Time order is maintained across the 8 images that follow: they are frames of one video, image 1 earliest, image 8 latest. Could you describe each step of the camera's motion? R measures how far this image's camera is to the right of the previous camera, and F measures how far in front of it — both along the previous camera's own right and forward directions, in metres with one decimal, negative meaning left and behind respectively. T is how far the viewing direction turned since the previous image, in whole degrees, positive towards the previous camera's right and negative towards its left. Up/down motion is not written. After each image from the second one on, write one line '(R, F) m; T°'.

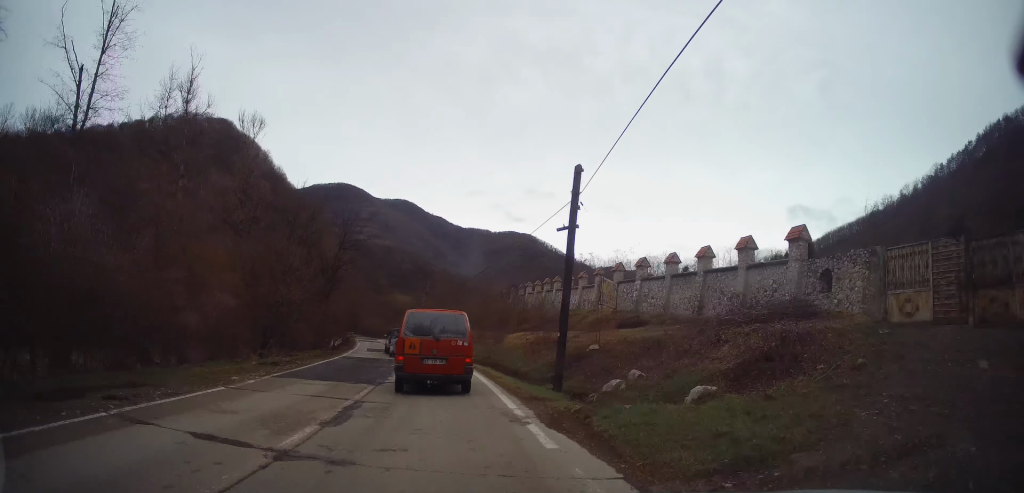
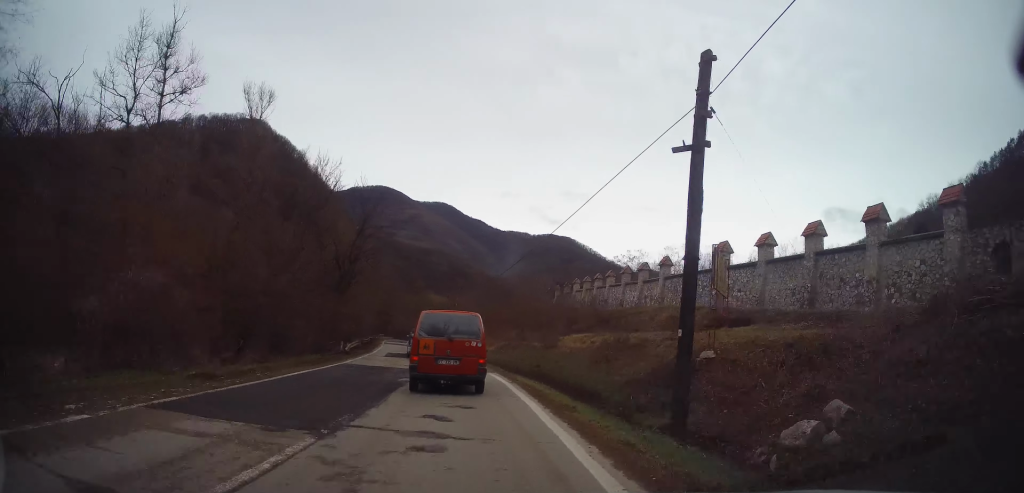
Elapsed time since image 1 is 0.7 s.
(-0.2, +7.7) m; -3°
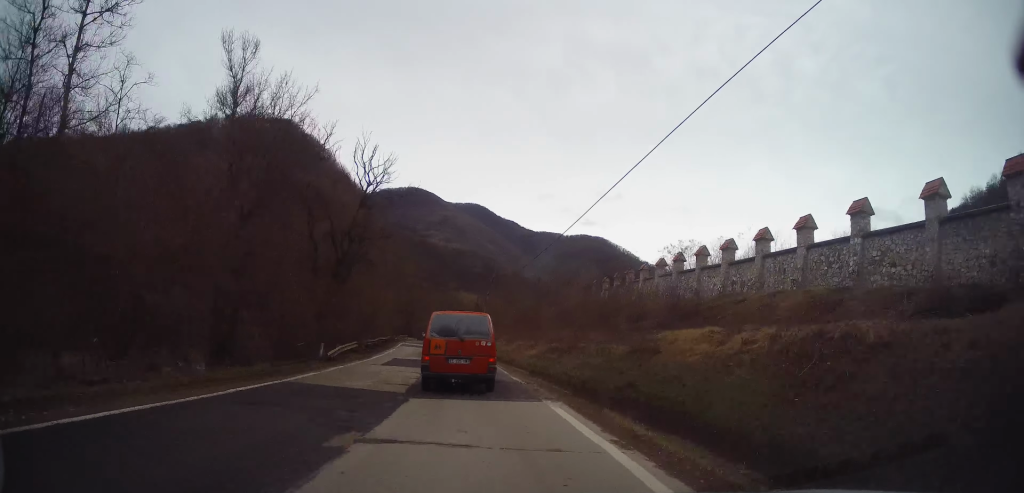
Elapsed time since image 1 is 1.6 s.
(-0.3, +10.3) m; -3°
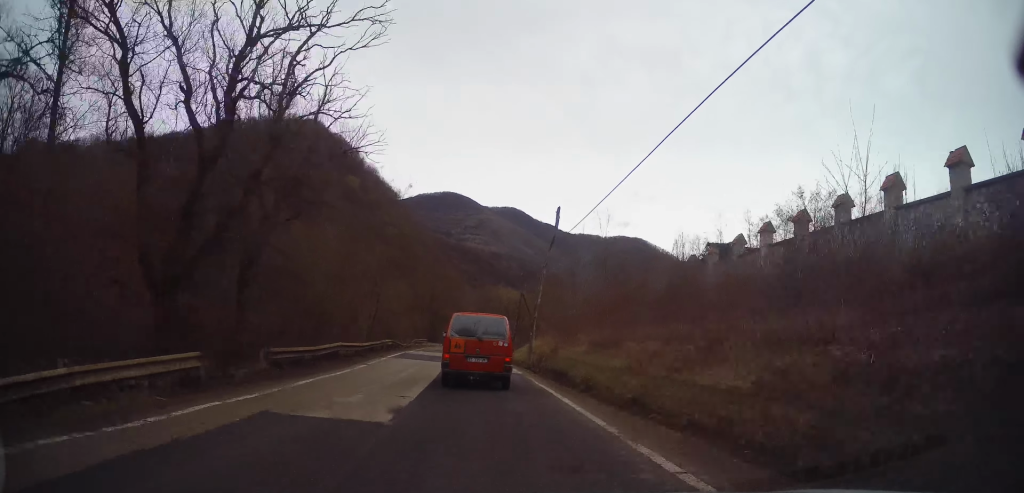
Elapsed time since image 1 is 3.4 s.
(-0.5, +20.9) m; -1°
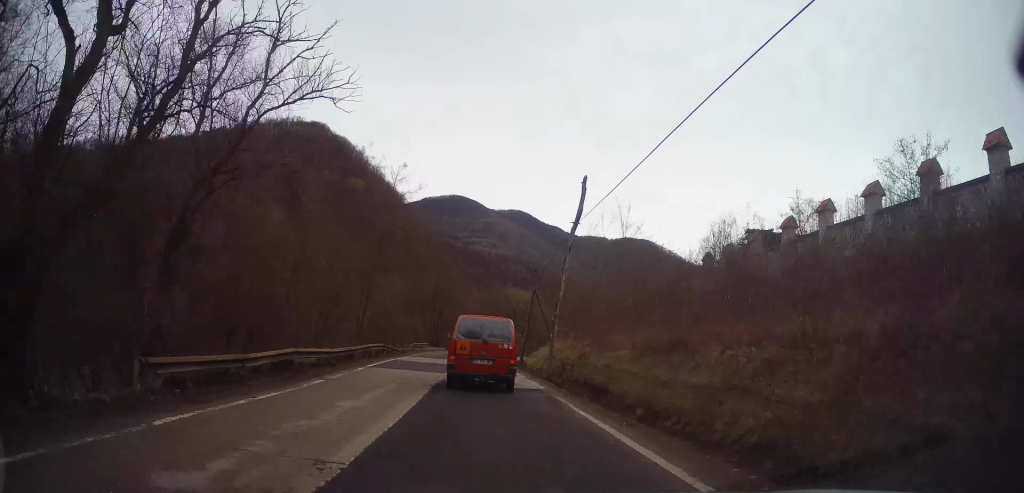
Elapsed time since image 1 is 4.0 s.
(0.0, +5.9) m; -1°
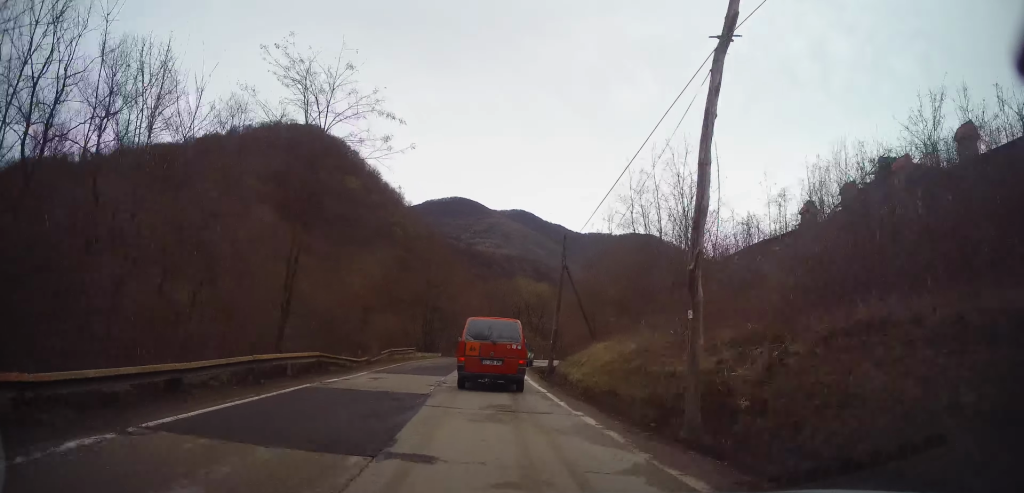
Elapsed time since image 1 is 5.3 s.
(-0.4, +14.2) m; -3°
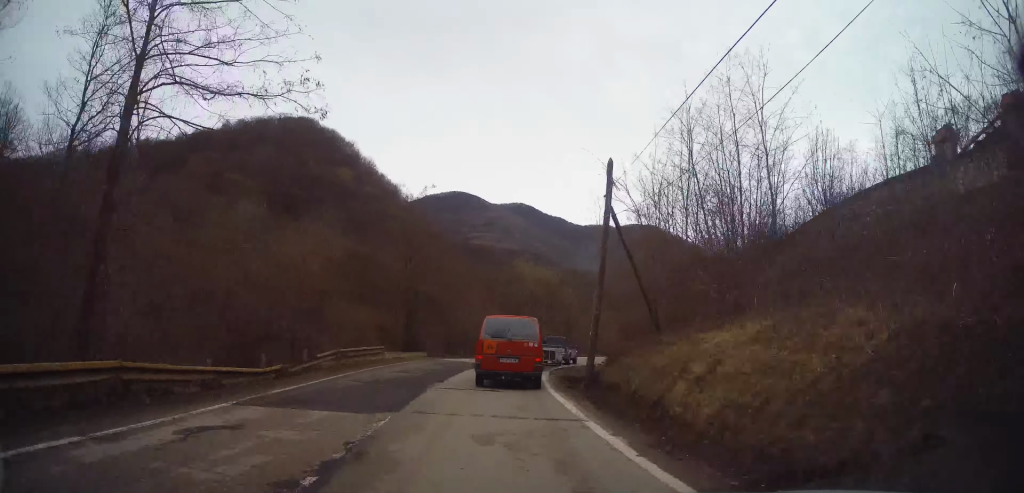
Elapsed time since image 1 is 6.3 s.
(-0.1, +11.1) m; +2°
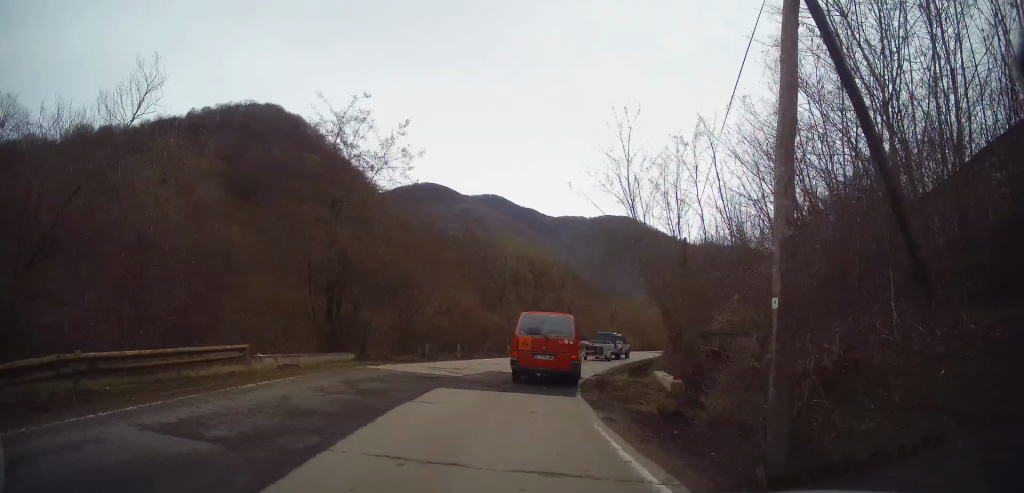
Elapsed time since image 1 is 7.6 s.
(+0.6, +13.2) m; +5°
